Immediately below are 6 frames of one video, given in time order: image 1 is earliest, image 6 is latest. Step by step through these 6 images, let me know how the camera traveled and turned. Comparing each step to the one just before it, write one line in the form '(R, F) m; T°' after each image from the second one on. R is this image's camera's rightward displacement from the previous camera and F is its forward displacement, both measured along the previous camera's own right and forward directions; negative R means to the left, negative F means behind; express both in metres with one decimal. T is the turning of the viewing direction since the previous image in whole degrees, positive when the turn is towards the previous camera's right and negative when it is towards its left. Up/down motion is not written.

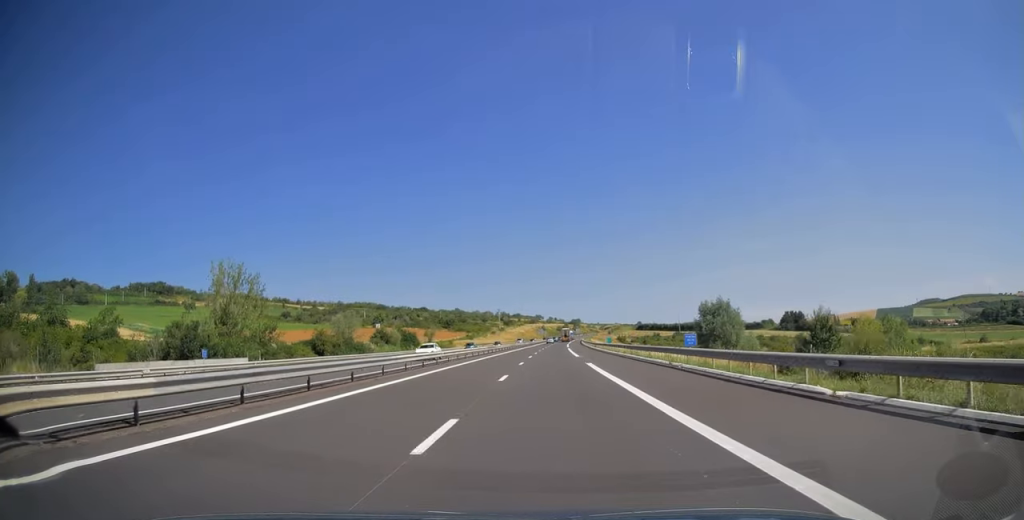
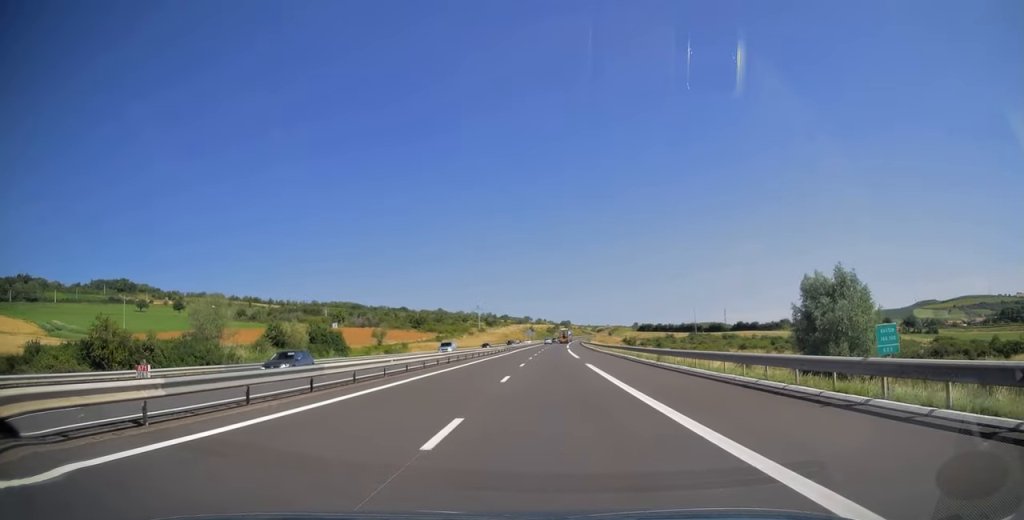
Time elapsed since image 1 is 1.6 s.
(+0.3, +51.6) m; +1°
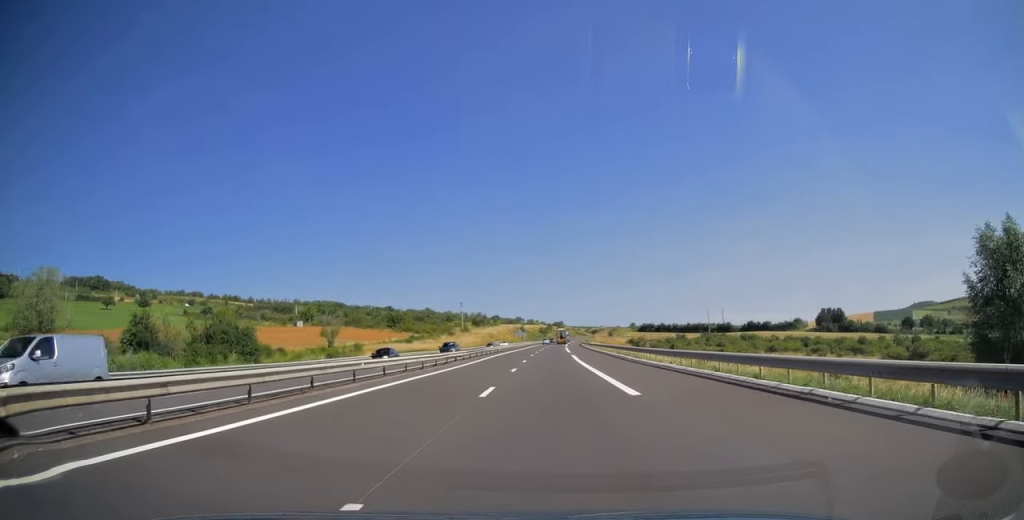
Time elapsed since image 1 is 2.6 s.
(+0.1, +31.7) m; +1°
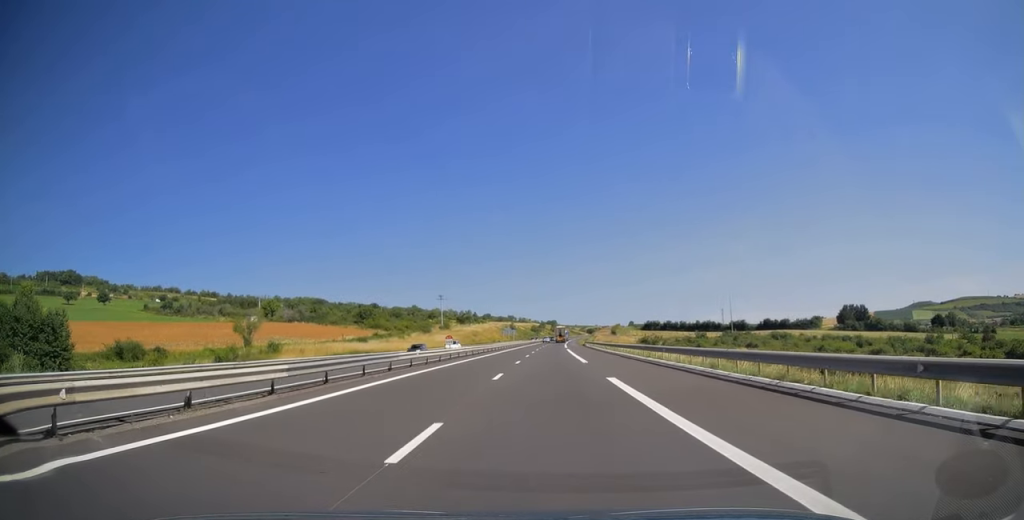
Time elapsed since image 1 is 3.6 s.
(+0.4, +34.4) m; +1°
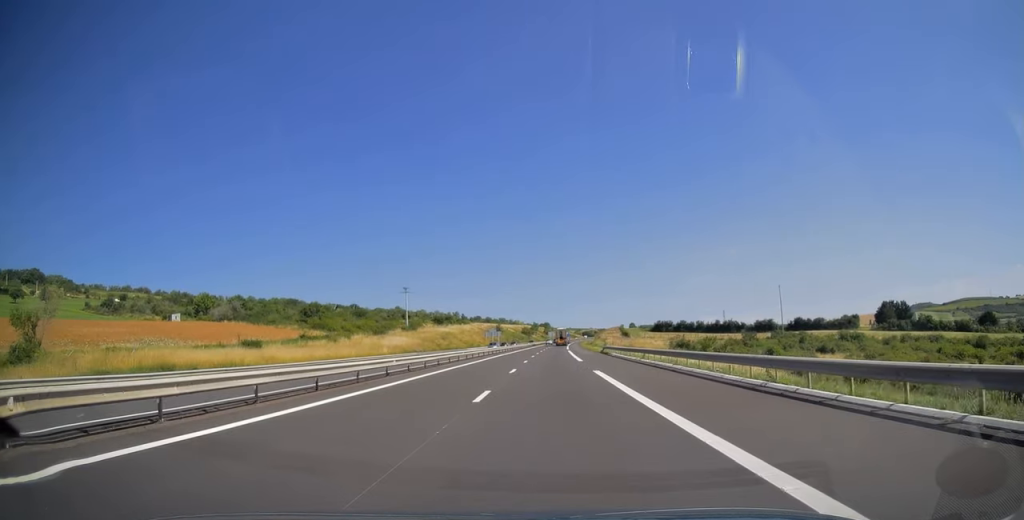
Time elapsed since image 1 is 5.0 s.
(+0.1, +45.2) m; +1°
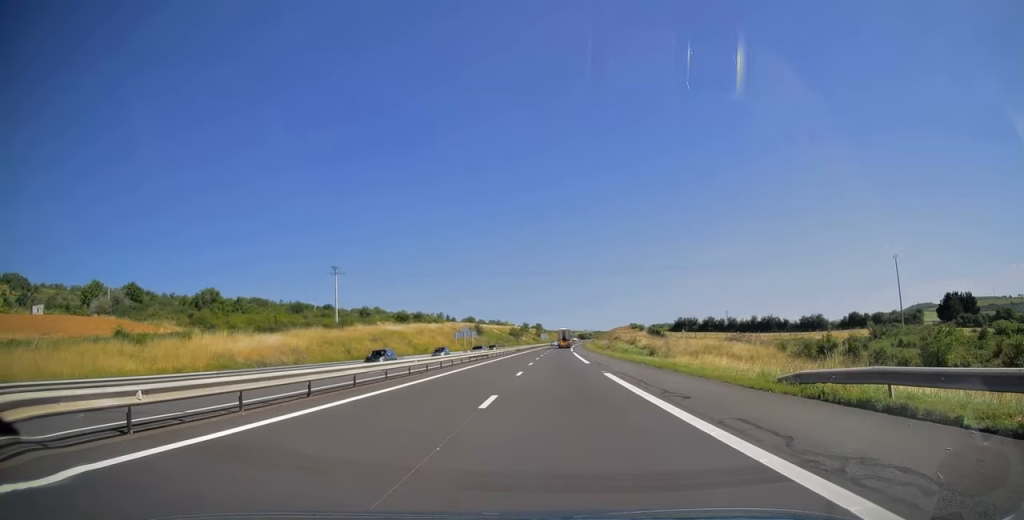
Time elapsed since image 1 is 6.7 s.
(+0.3, +53.1) m; +1°
